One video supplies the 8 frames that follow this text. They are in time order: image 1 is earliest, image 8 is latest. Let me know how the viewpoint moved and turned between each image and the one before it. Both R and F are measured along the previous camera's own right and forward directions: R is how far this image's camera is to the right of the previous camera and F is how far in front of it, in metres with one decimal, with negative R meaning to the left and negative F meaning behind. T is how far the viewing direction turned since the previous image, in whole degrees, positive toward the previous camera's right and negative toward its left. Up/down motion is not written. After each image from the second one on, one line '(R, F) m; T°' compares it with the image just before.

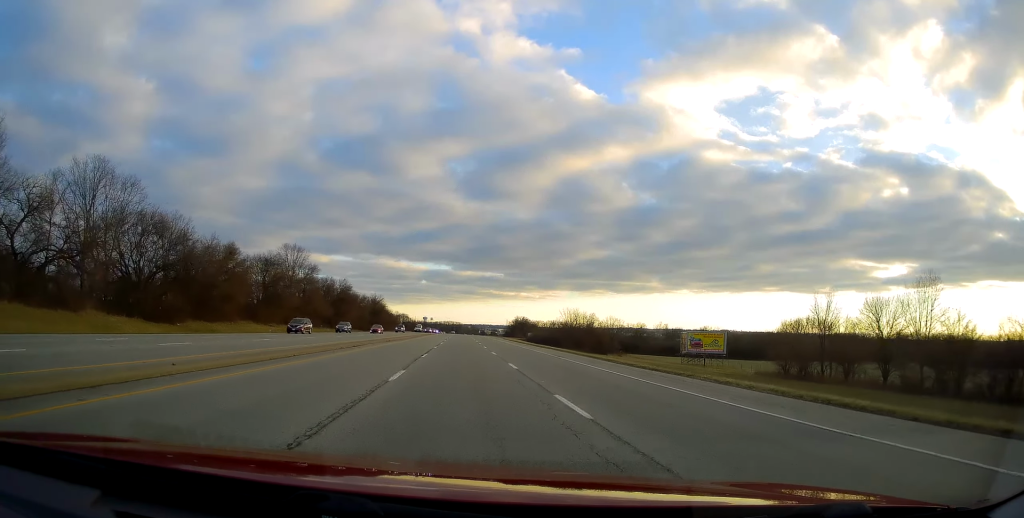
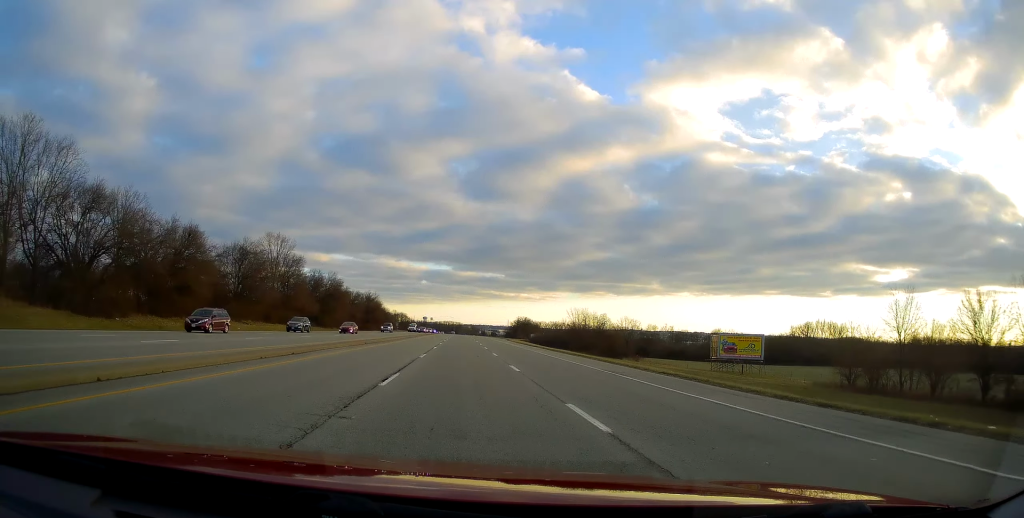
(0.0, +13.6) m; 0°
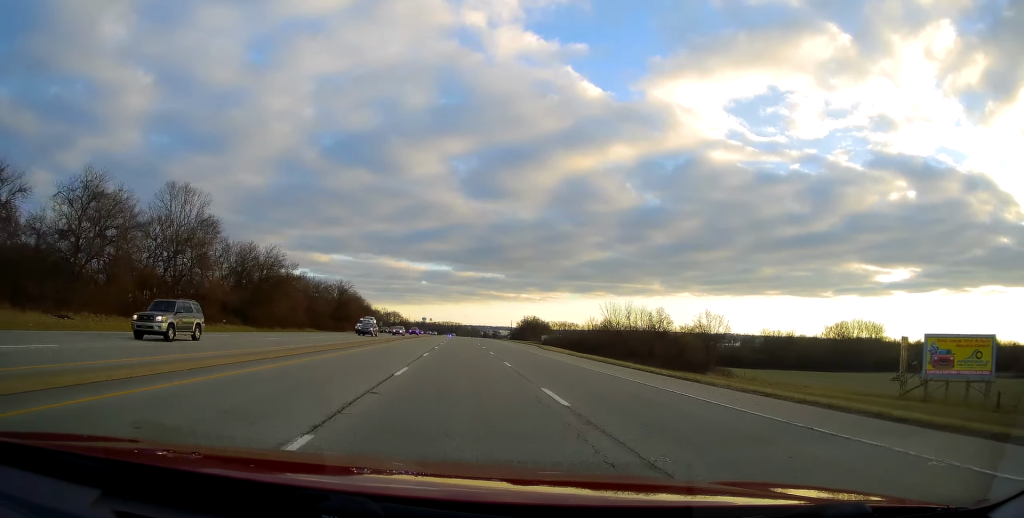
(0.0, +46.4) m; -1°
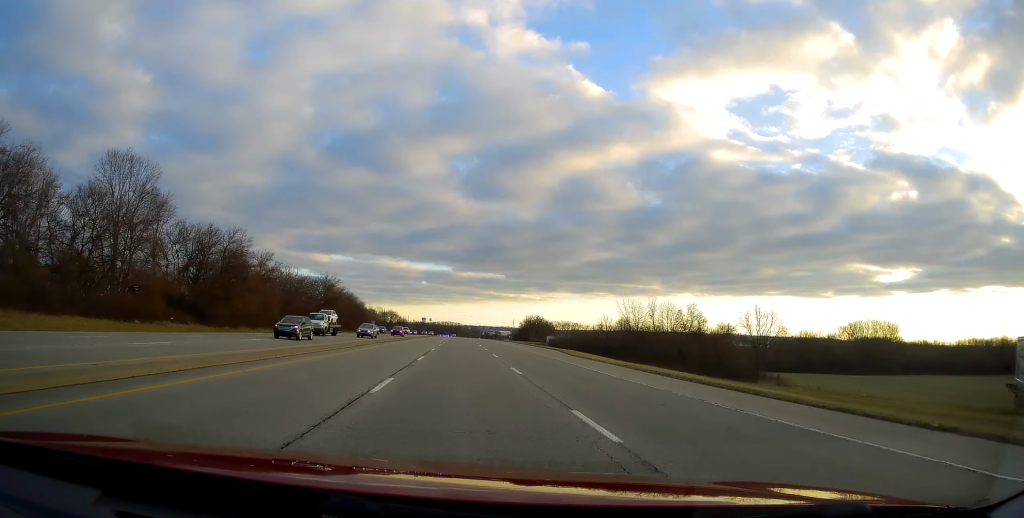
(-0.2, +16.5) m; 0°
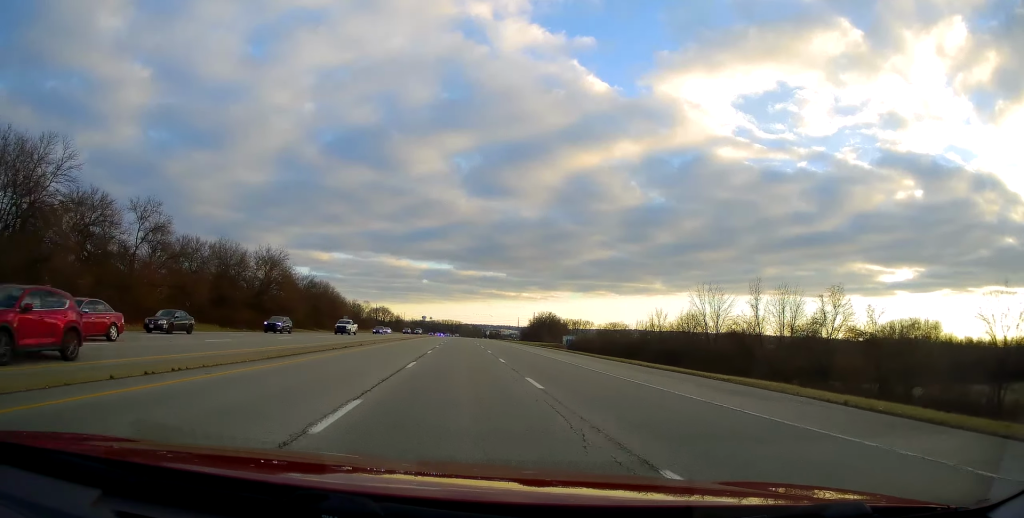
(+0.2, +42.1) m; +1°
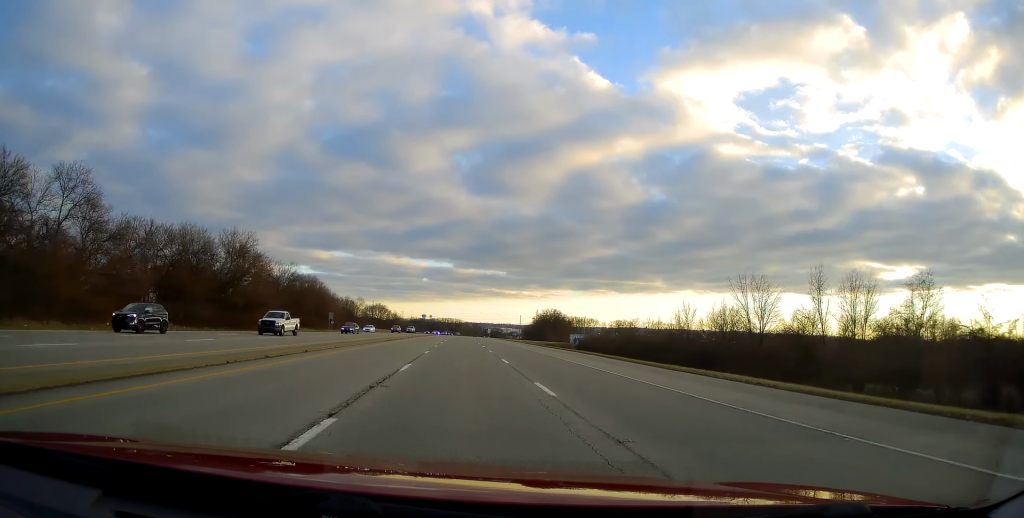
(0.0, +14.6) m; 0°
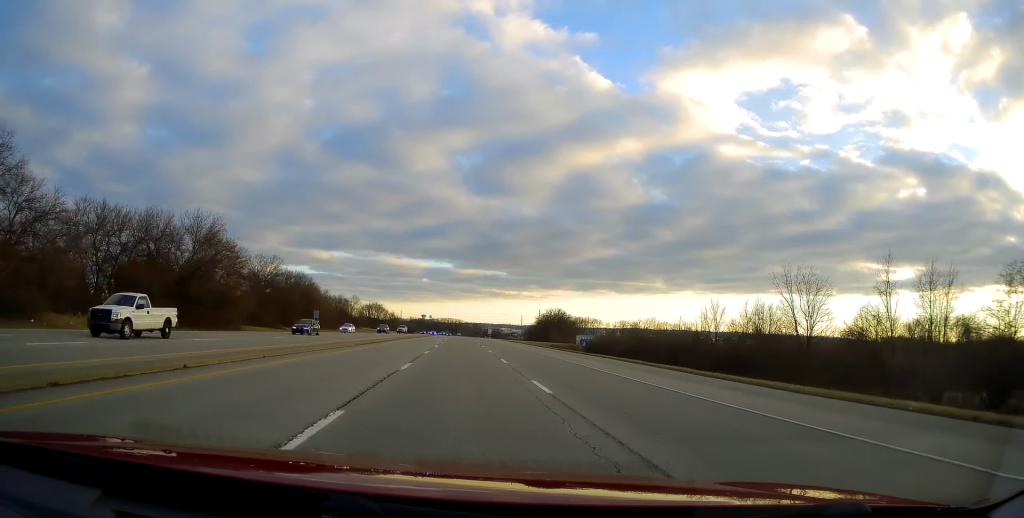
(0.0, +11.9) m; 0°
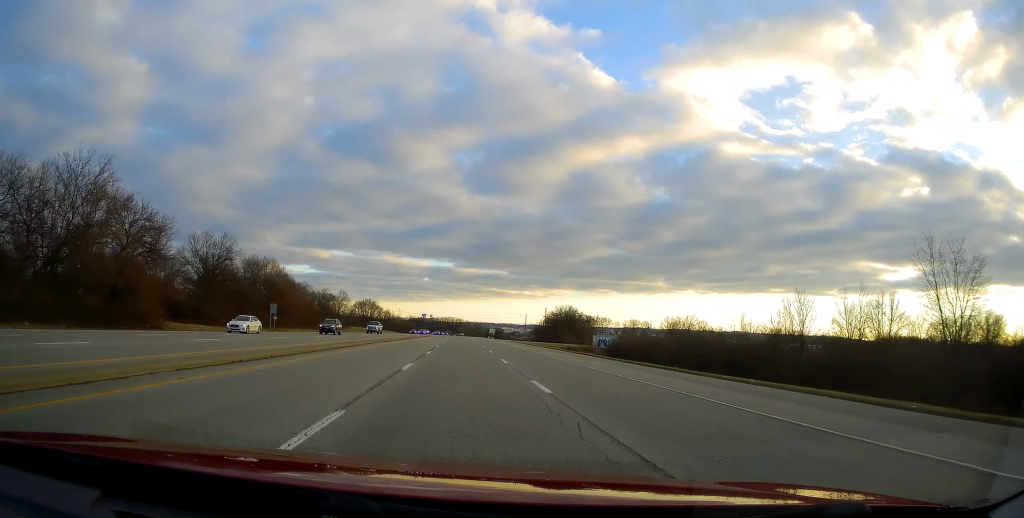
(+0.1, +24.6) m; 0°
